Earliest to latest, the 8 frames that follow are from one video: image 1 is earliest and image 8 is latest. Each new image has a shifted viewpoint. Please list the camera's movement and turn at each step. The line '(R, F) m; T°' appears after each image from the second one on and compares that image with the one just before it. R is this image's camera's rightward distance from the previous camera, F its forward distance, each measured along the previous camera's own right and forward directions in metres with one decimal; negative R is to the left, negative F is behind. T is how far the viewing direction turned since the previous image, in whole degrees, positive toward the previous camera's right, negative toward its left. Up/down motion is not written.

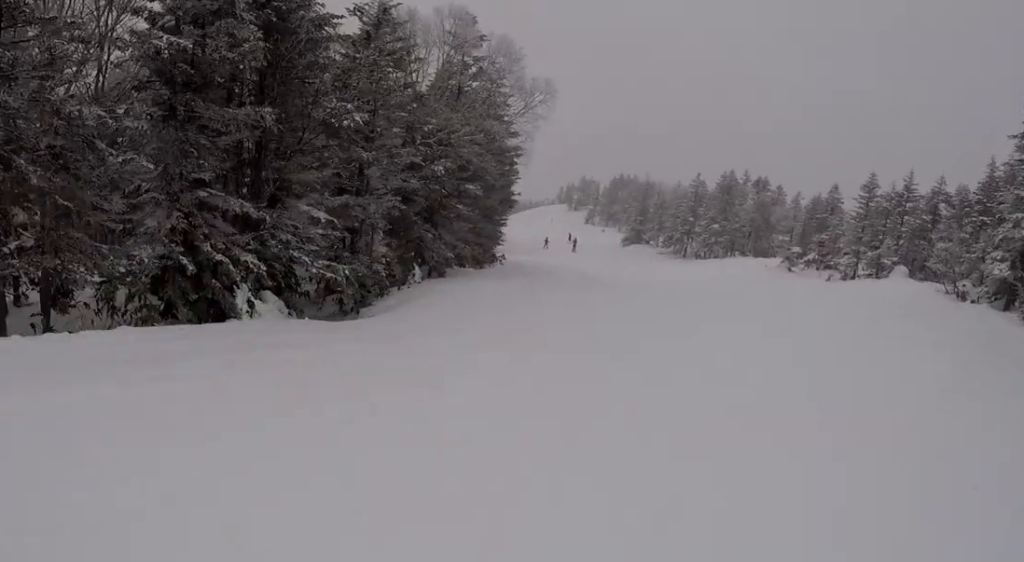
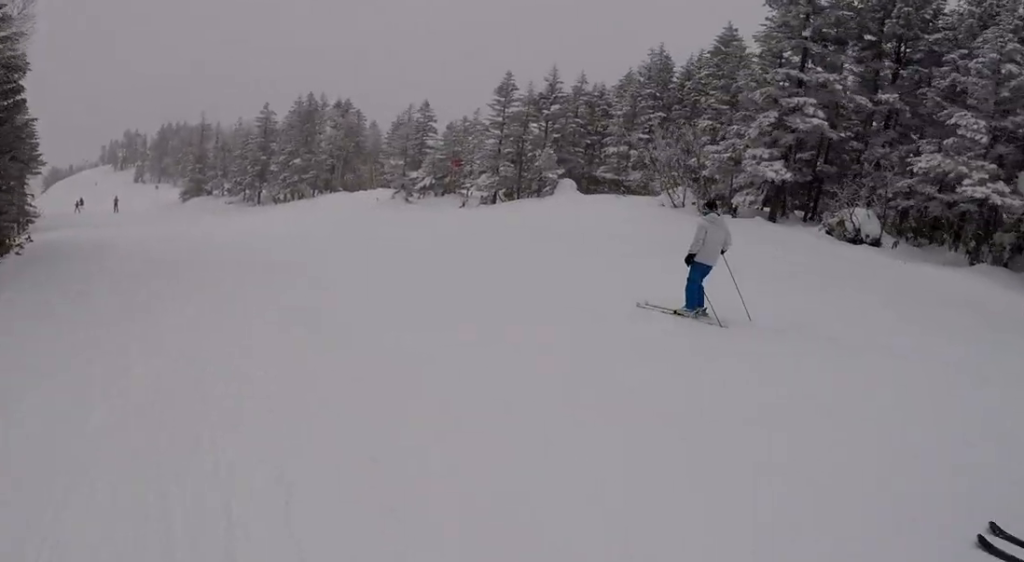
(+0.6, +12.0) m; +7°
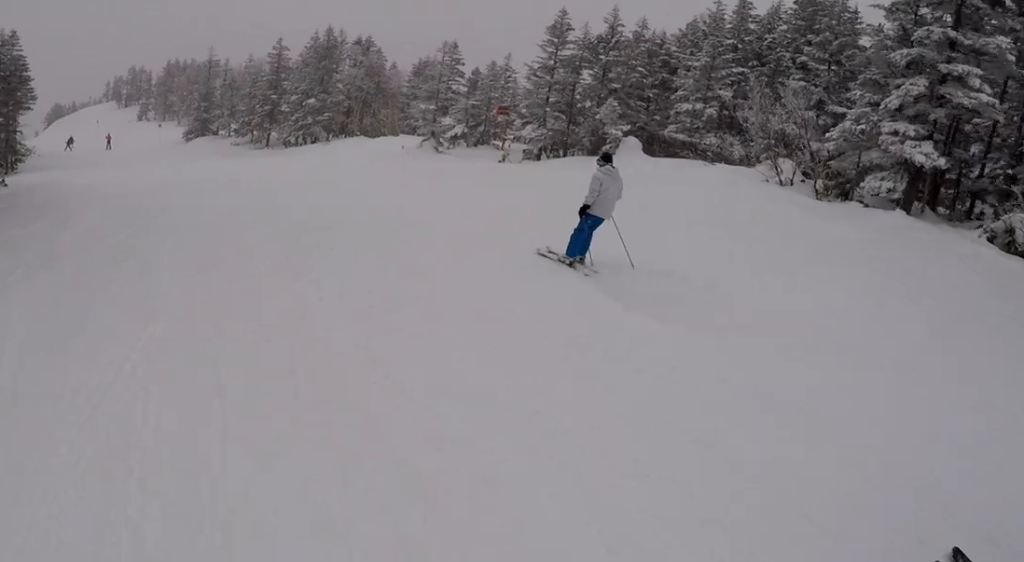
(+0.1, +4.6) m; +1°
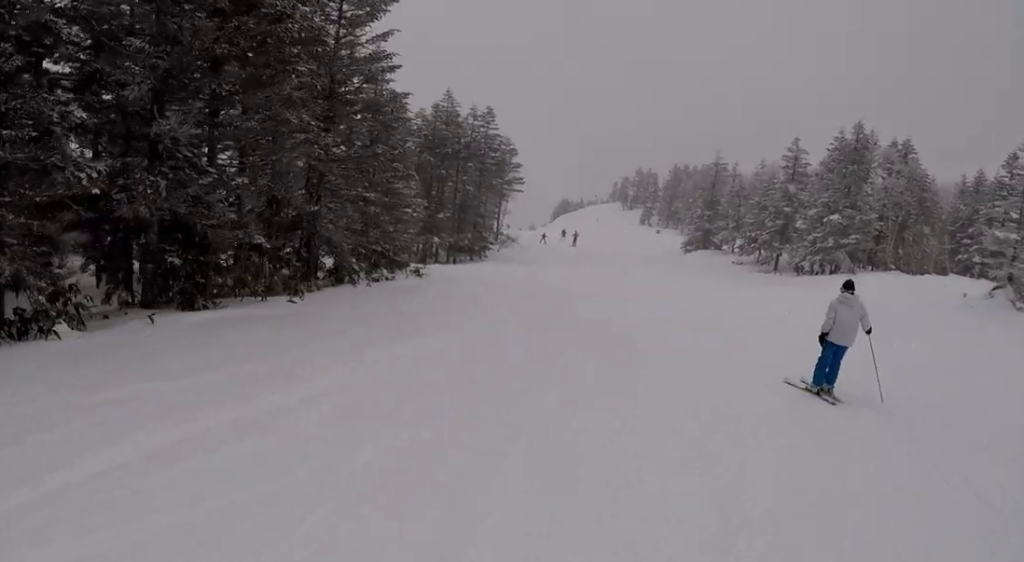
(-0.8, +9.3) m; -13°
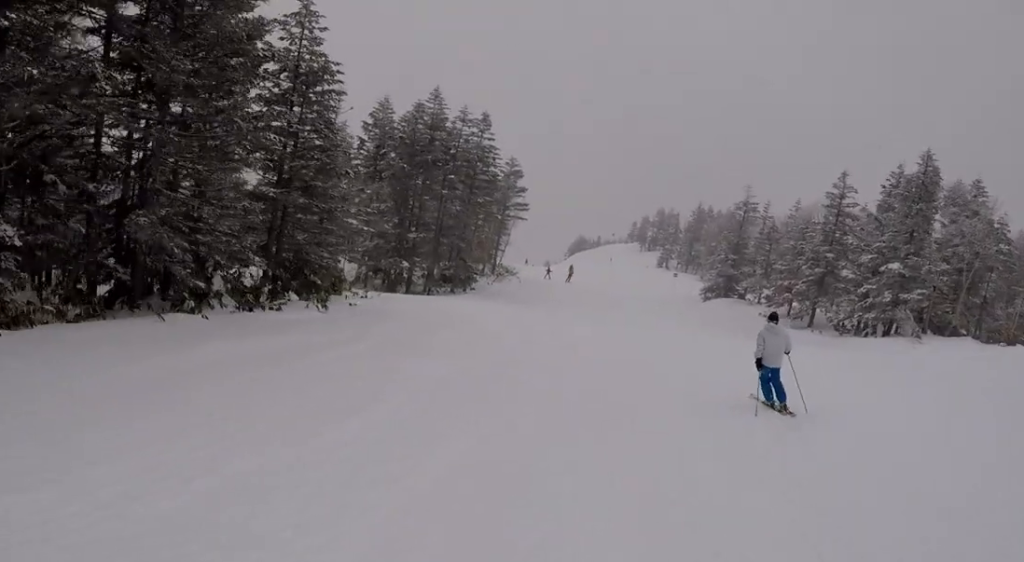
(-0.7, +7.6) m; -2°
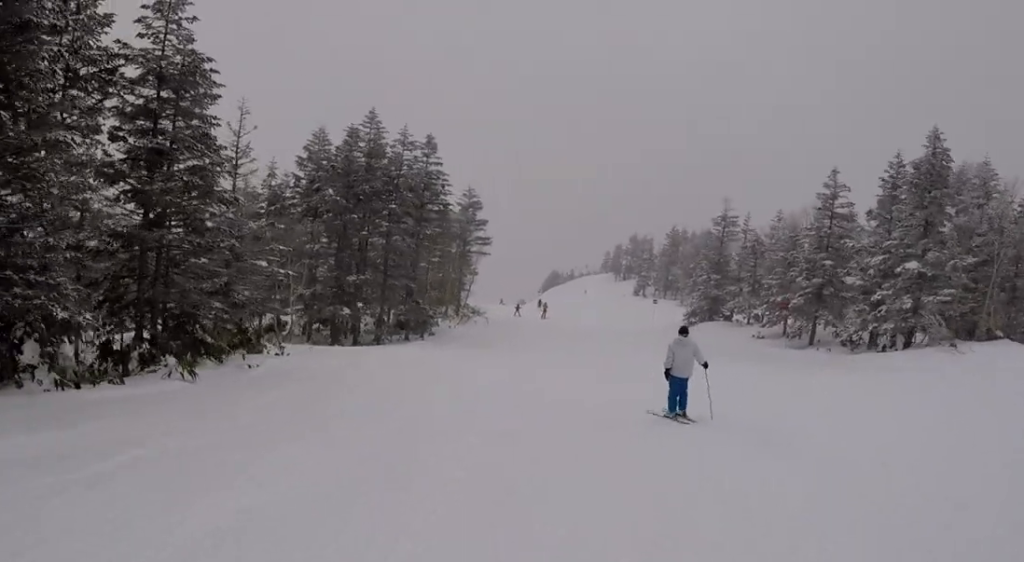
(0.0, +4.7) m; +2°
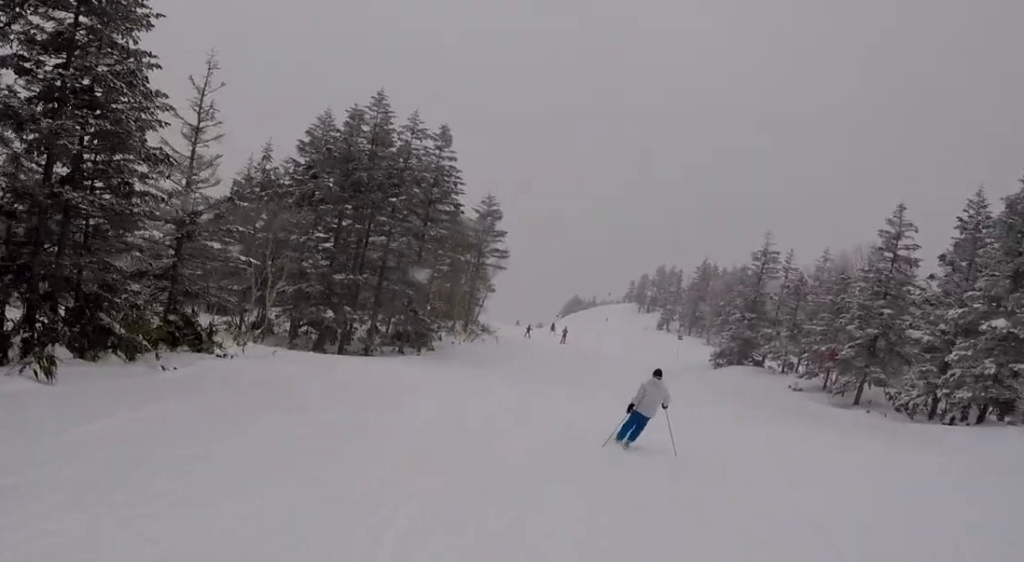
(+0.5, +4.1) m; -6°
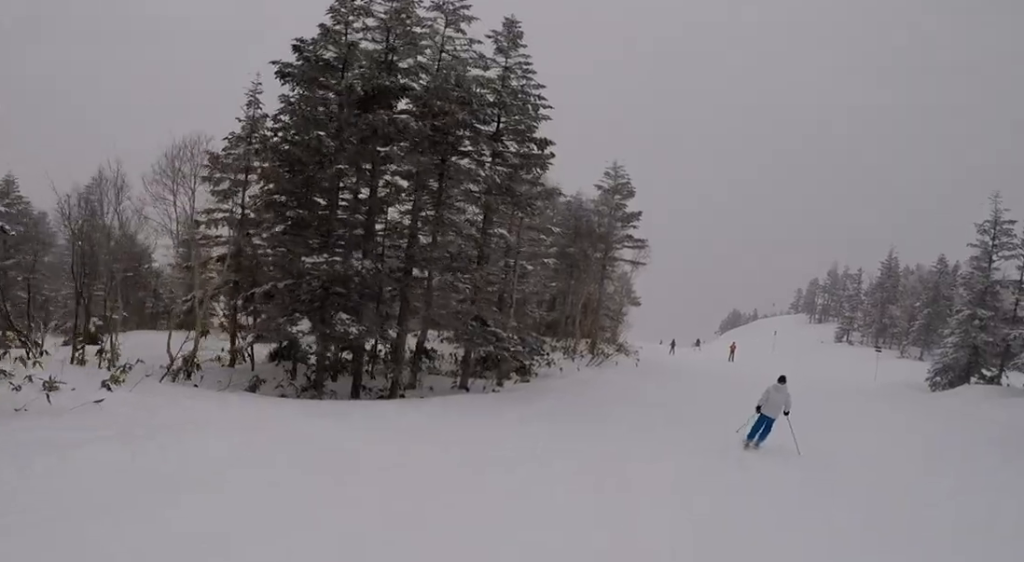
(-2.2, +11.9) m; -9°
